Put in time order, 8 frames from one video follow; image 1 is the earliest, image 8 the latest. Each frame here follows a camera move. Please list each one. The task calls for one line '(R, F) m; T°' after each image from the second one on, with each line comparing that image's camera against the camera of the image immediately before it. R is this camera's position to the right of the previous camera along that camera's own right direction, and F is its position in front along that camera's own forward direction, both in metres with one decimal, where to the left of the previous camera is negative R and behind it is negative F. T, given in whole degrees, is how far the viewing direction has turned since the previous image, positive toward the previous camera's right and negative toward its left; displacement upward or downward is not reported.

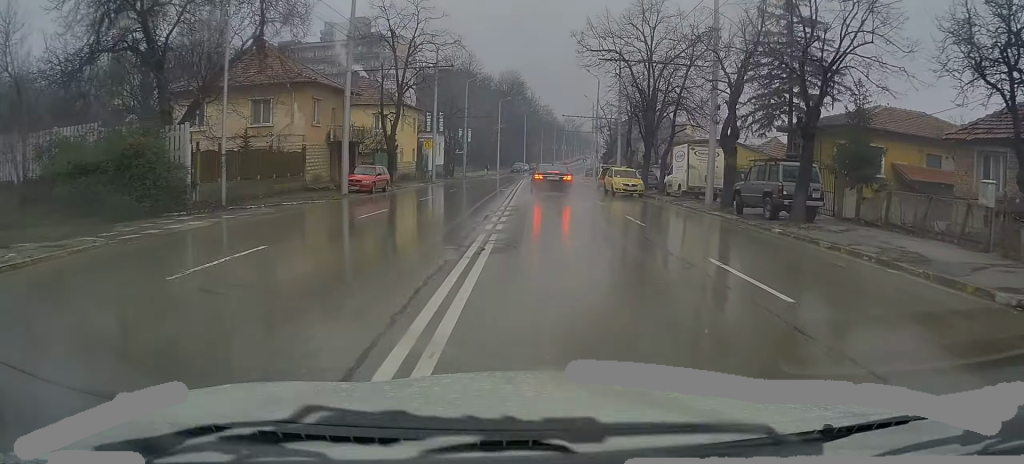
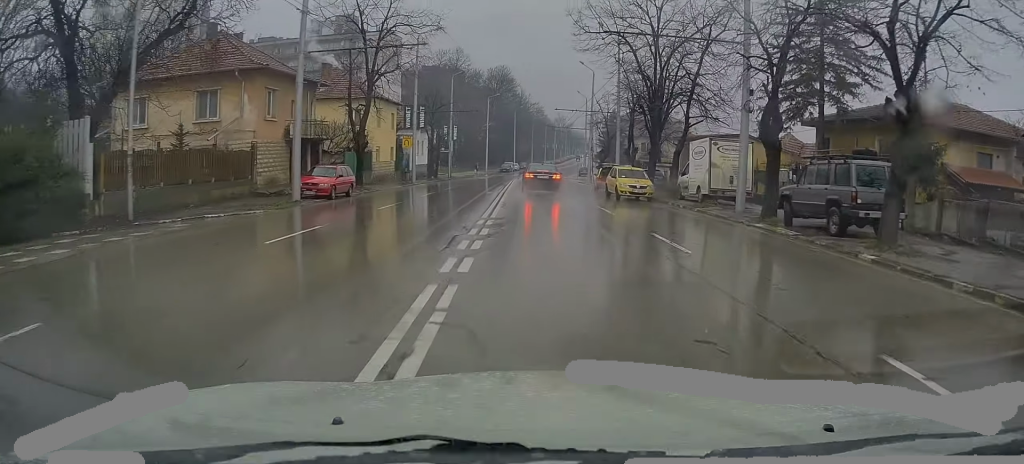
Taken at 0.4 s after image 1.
(0.0, +5.3) m; 0°
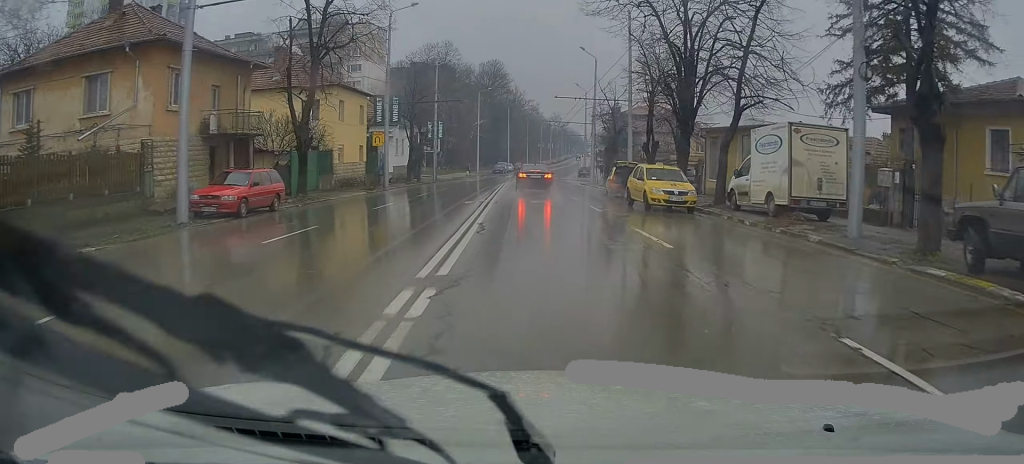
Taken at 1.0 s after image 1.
(-0.1, +8.5) m; +1°
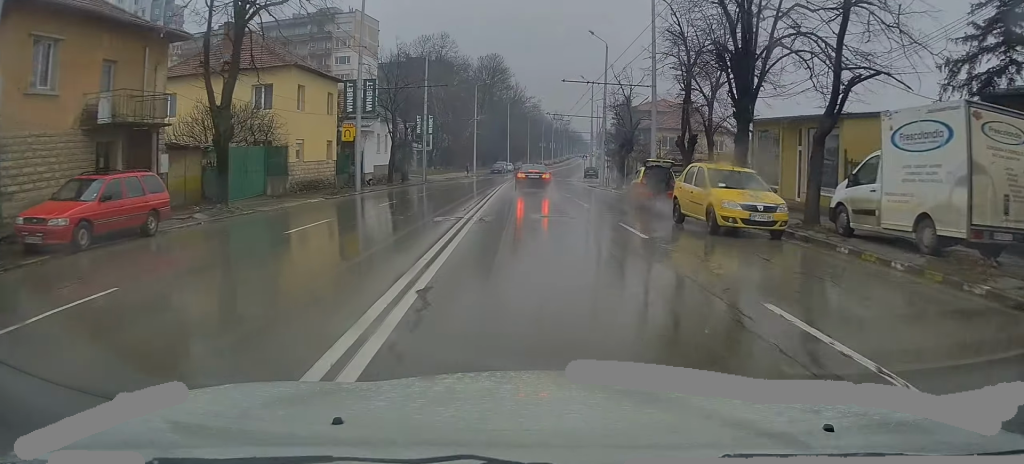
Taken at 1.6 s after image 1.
(0.0, +7.6) m; +1°
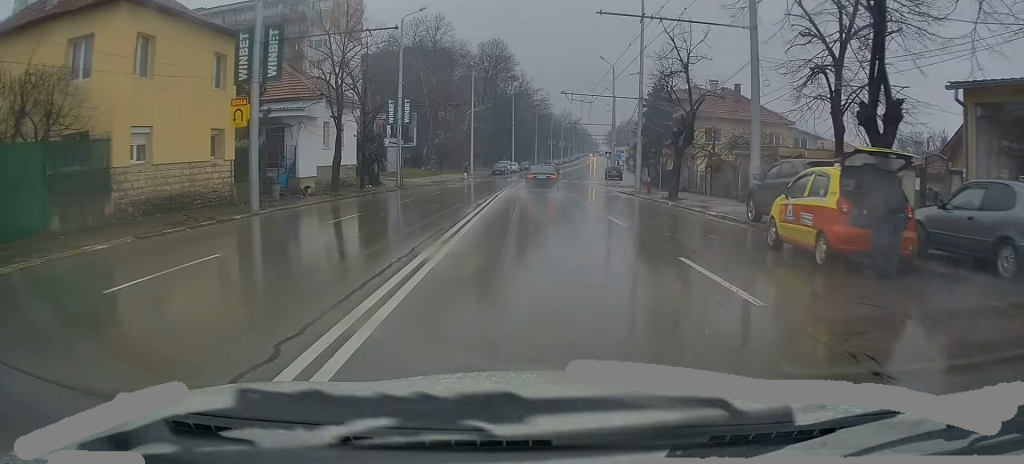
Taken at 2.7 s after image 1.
(+0.4, +14.9) m; +1°
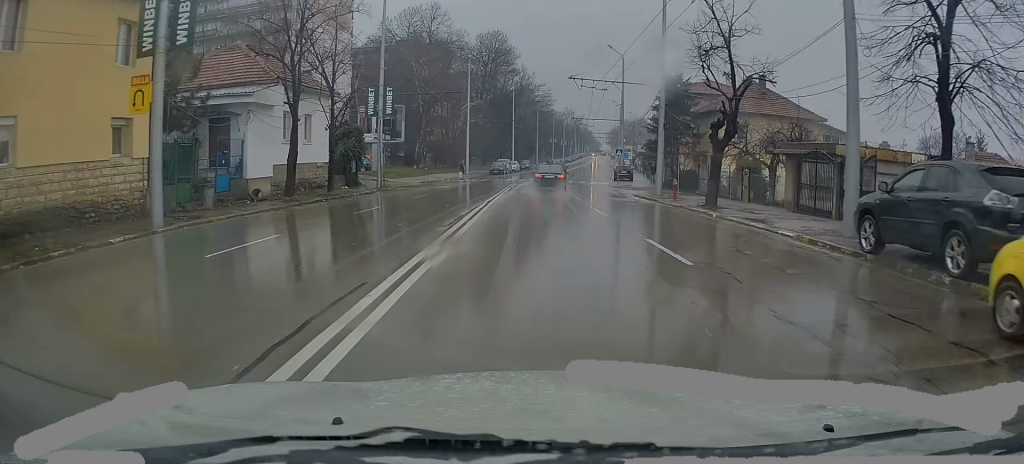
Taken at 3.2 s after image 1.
(+0.1, +6.3) m; -1°
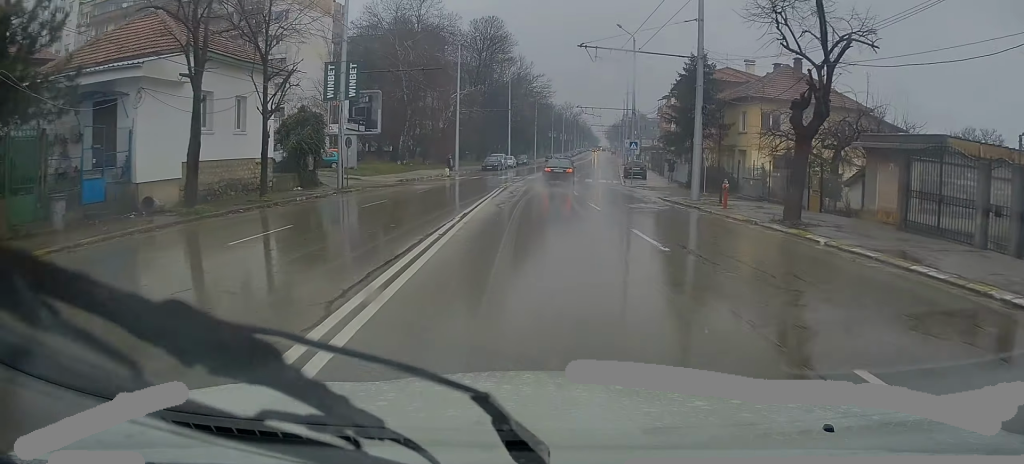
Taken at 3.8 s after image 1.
(-0.1, +7.8) m; 0°
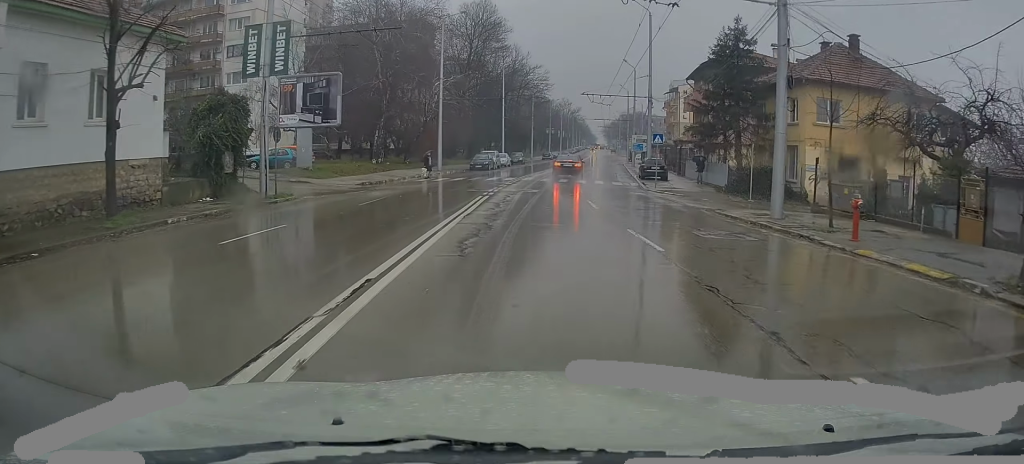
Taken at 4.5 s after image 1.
(-0.1, +9.4) m; 0°
